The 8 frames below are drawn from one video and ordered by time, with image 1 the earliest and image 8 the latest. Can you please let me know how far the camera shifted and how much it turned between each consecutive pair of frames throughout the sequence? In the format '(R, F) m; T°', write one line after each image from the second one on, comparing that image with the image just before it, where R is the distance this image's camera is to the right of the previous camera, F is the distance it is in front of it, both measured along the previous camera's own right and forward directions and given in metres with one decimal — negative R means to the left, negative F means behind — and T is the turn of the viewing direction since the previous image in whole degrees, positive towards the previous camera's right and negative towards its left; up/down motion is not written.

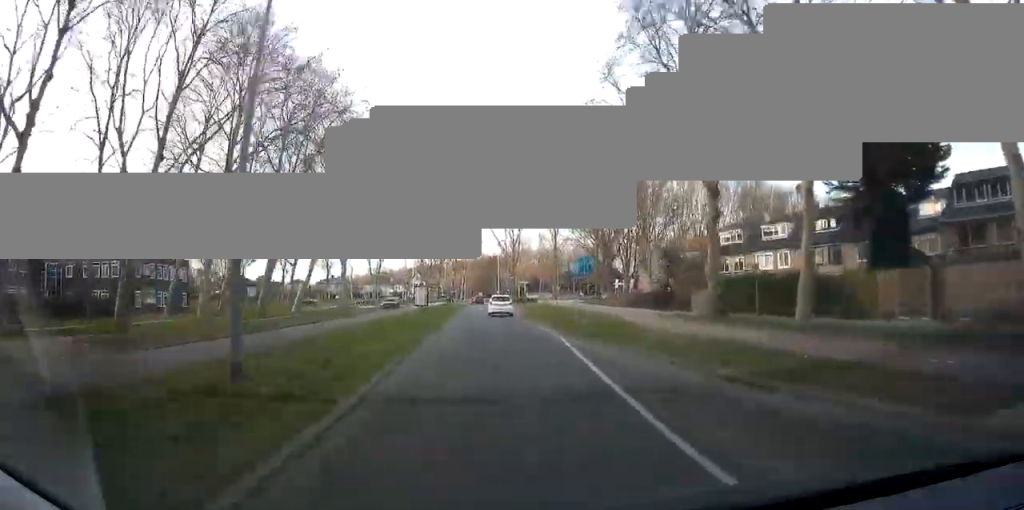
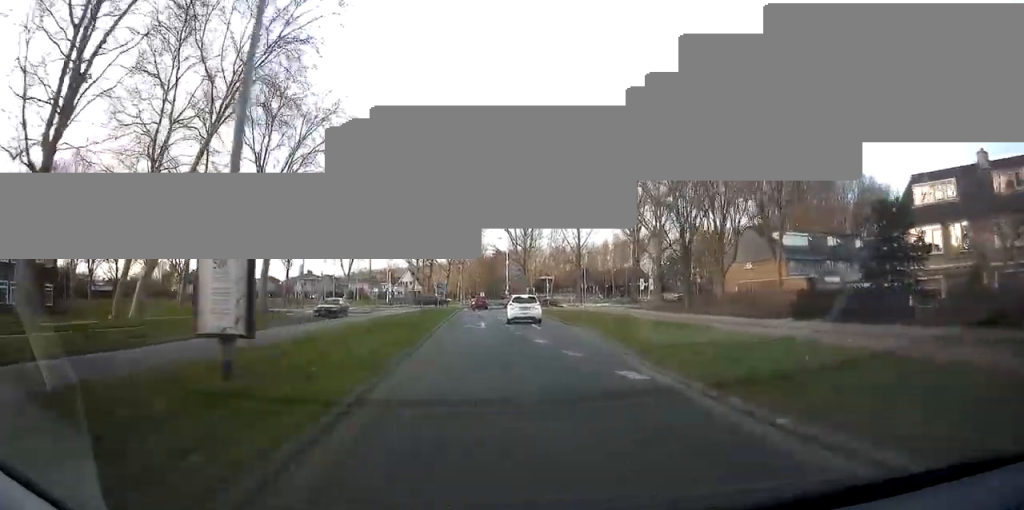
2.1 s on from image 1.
(0.0, +29.3) m; 0°
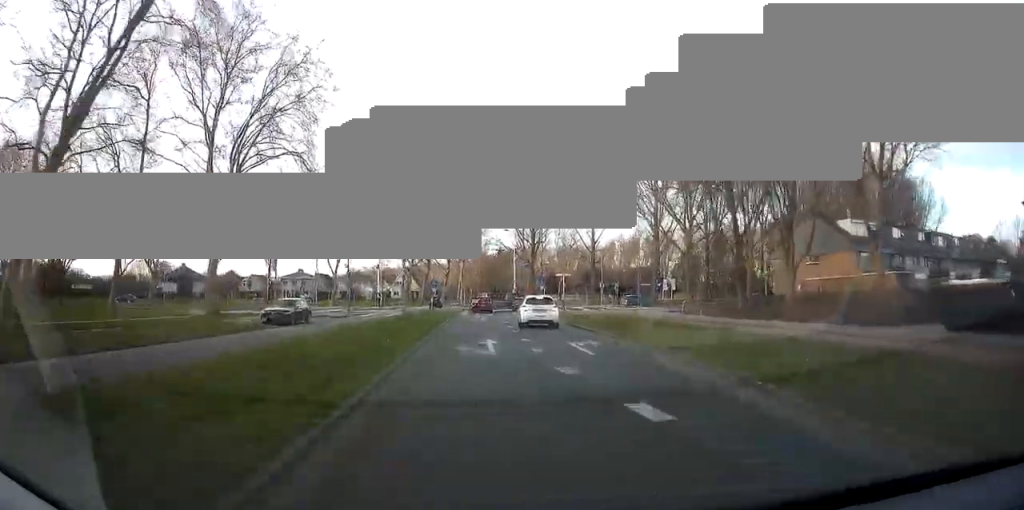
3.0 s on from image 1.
(0.0, +10.8) m; 0°
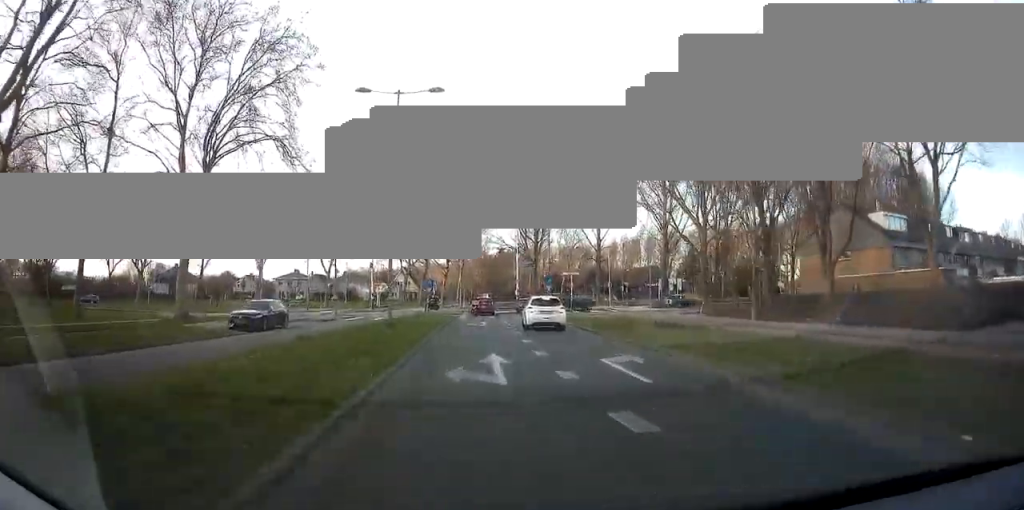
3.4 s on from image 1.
(0.0, +4.5) m; 0°
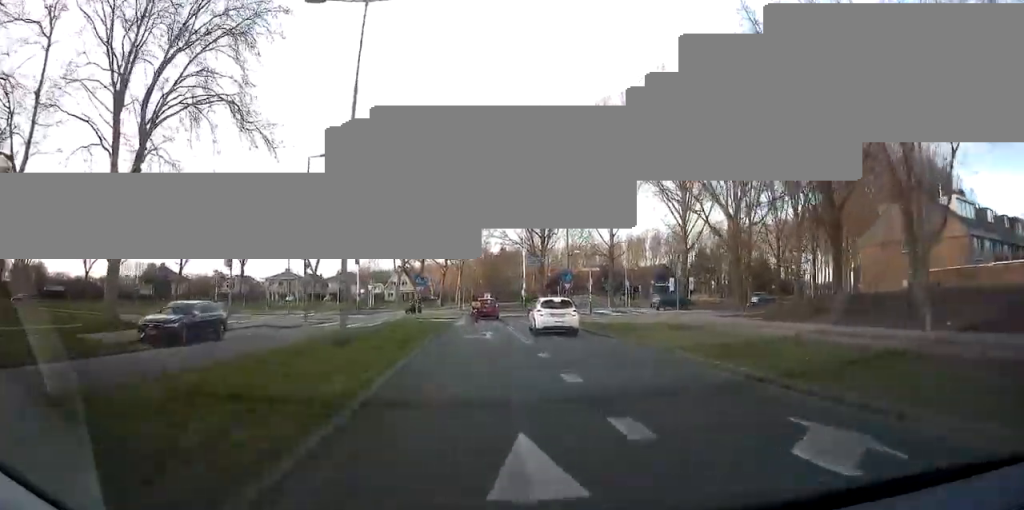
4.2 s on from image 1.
(0.0, +8.3) m; -1°
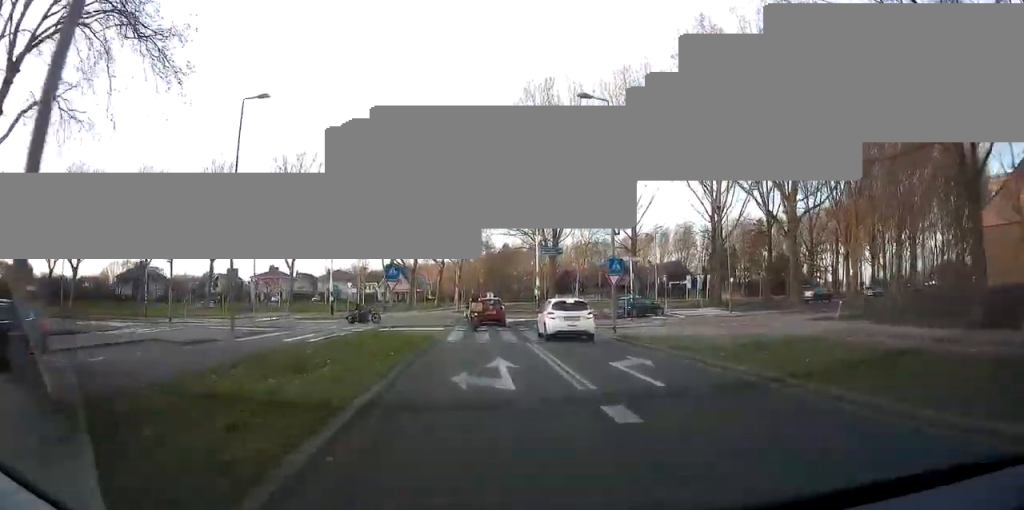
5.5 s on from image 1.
(0.0, +10.2) m; +2°
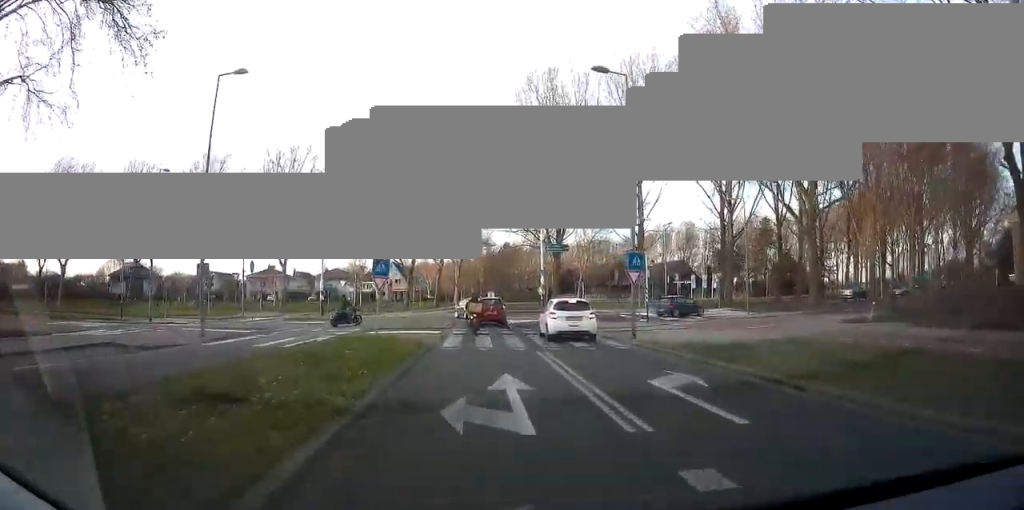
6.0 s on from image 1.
(+0.1, +2.7) m; +1°
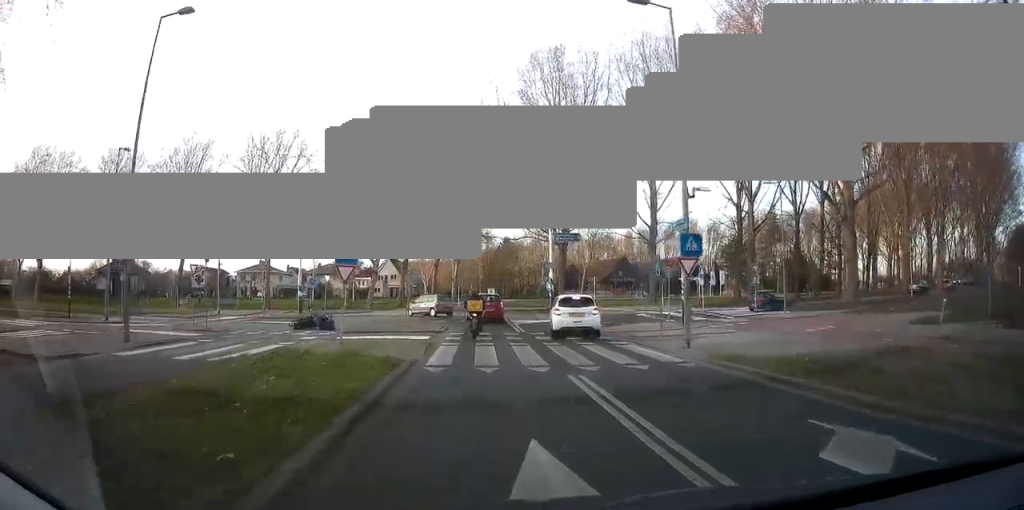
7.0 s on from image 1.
(+0.1, +5.3) m; +1°
